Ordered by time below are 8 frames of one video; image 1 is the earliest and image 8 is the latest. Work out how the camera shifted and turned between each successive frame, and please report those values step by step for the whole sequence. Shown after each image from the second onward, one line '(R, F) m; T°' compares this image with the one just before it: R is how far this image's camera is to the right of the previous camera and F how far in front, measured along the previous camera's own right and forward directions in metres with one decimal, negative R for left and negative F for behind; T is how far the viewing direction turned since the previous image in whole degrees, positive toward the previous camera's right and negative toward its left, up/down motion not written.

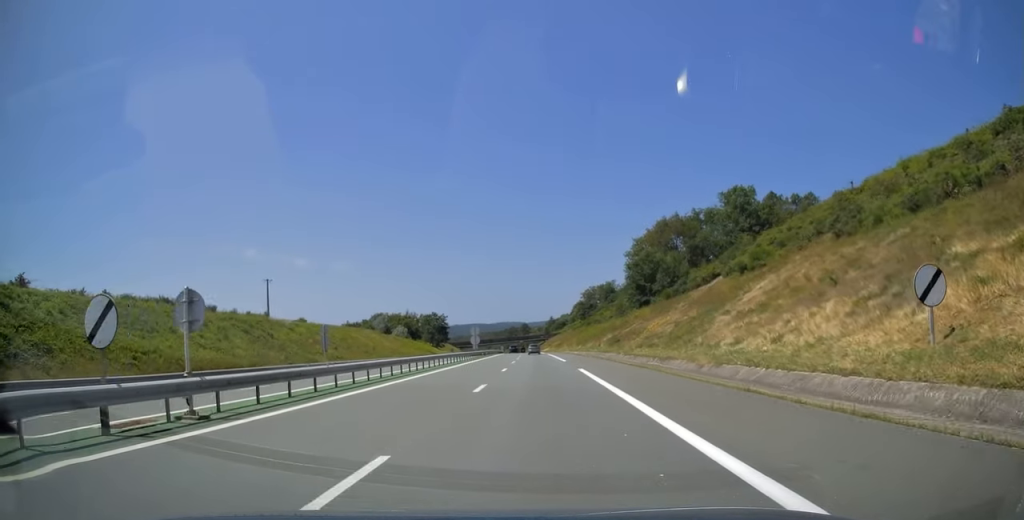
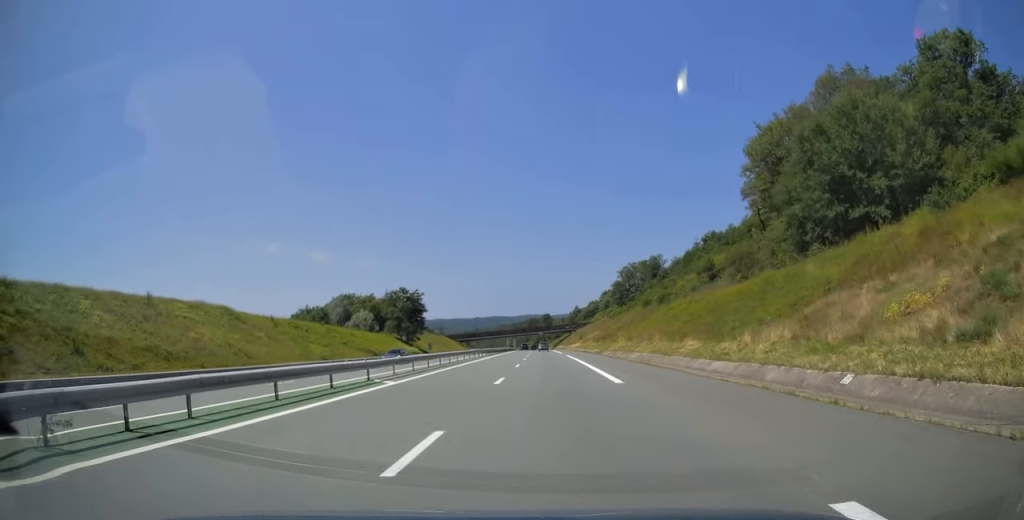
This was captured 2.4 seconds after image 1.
(-0.5, +76.0) m; -1°
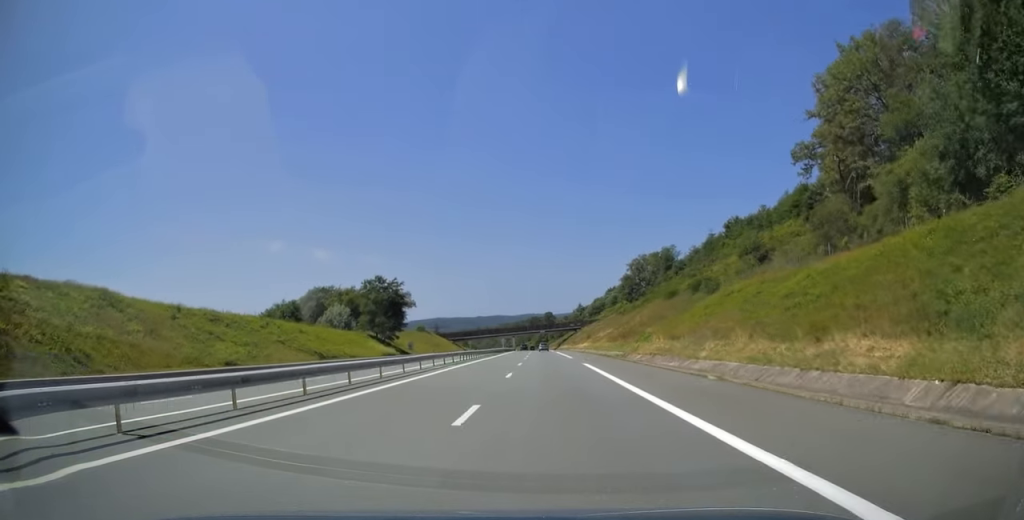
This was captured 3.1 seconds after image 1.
(0.0, +22.2) m; 0°
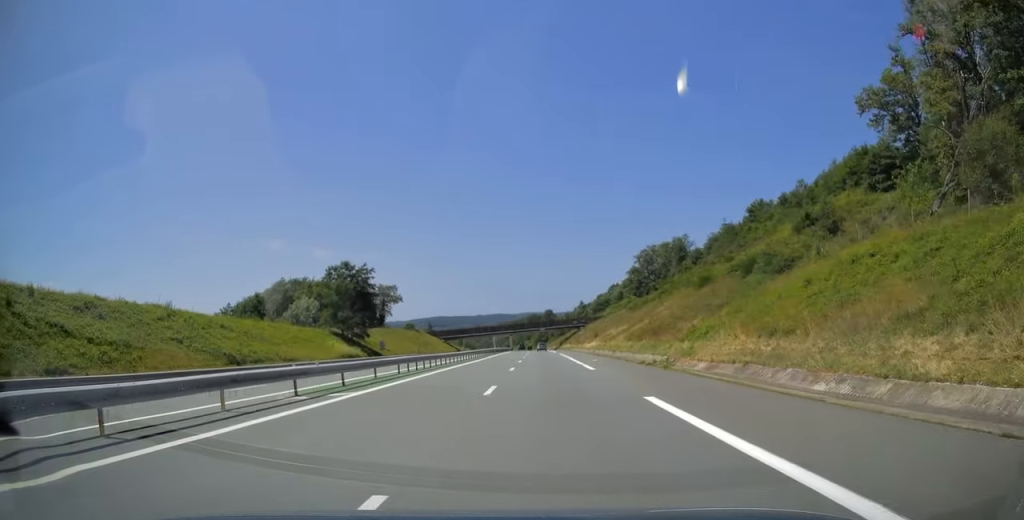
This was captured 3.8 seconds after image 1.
(+0.1, +20.3) m; 0°
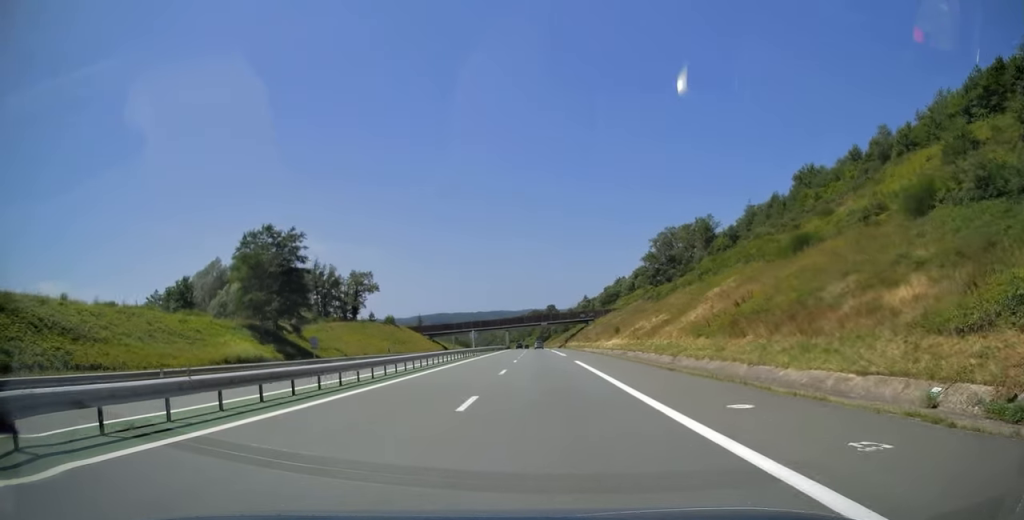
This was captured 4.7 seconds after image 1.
(-0.3, +29.8) m; 0°
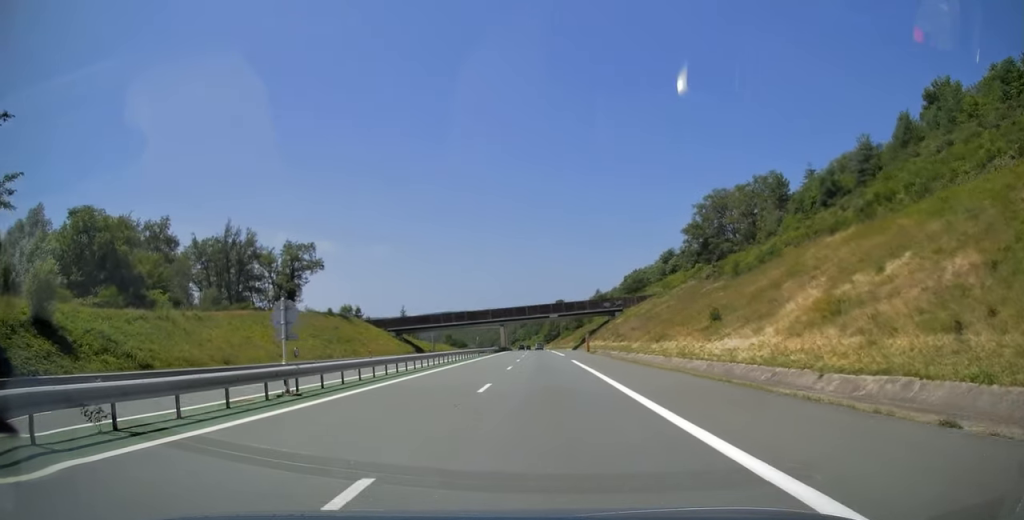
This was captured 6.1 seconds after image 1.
(+0.2, +47.6) m; 0°
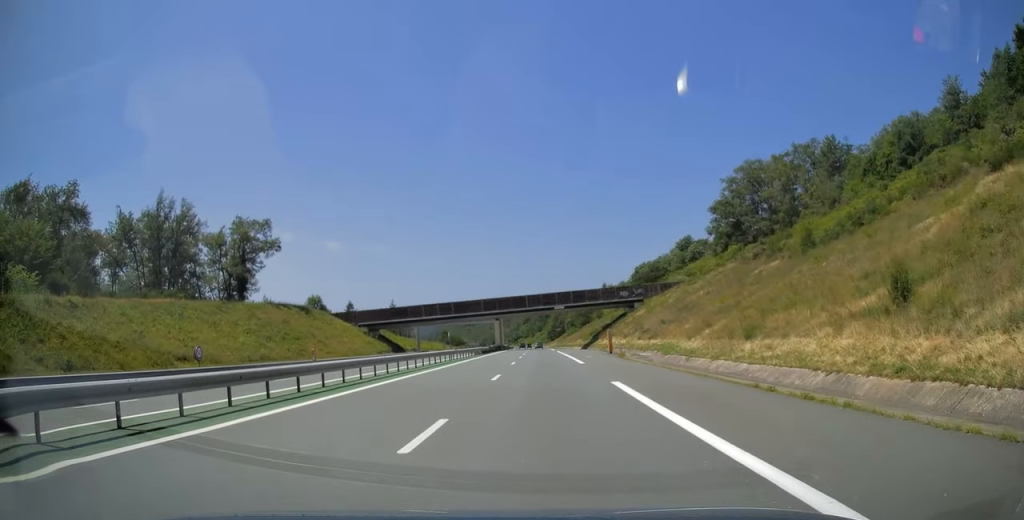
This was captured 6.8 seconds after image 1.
(0.0, +21.9) m; -1°
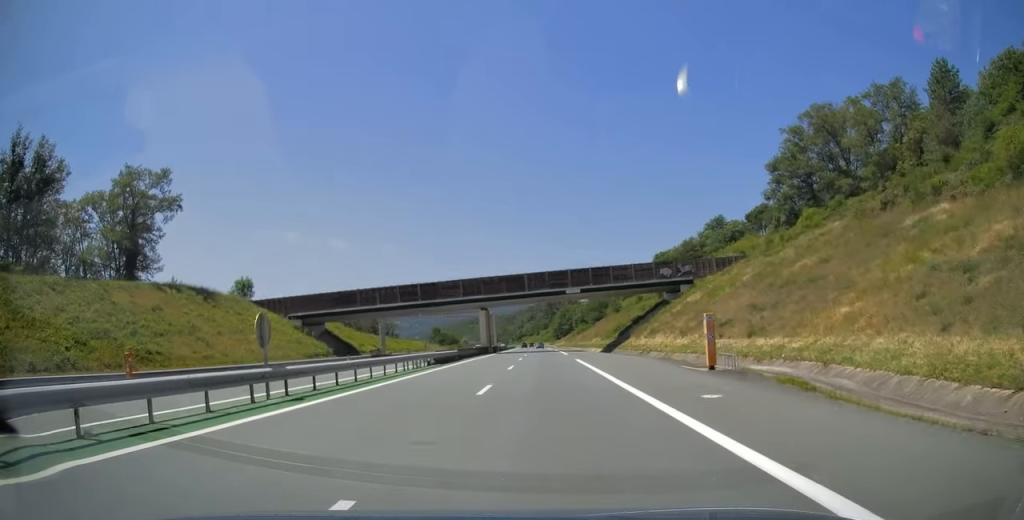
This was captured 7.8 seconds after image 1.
(-0.4, +31.3) m; -1°
